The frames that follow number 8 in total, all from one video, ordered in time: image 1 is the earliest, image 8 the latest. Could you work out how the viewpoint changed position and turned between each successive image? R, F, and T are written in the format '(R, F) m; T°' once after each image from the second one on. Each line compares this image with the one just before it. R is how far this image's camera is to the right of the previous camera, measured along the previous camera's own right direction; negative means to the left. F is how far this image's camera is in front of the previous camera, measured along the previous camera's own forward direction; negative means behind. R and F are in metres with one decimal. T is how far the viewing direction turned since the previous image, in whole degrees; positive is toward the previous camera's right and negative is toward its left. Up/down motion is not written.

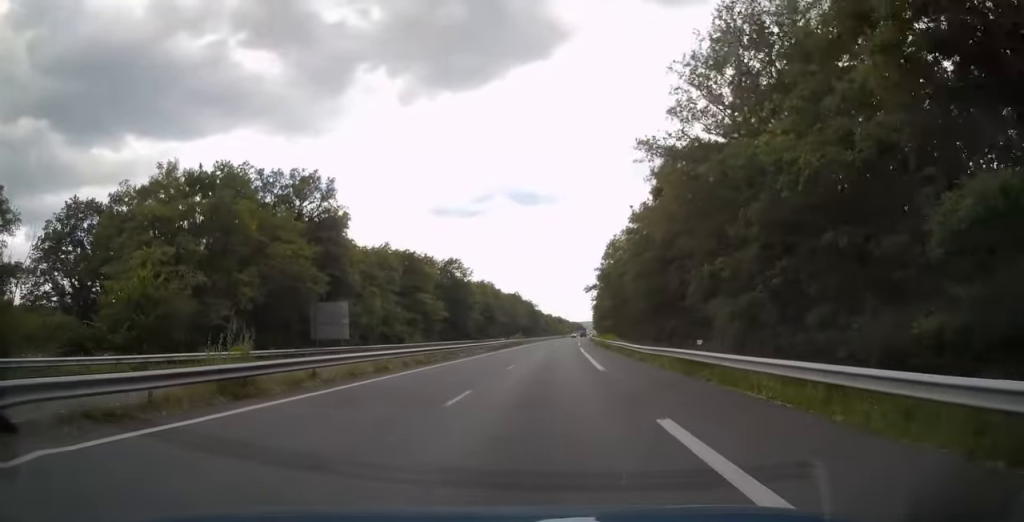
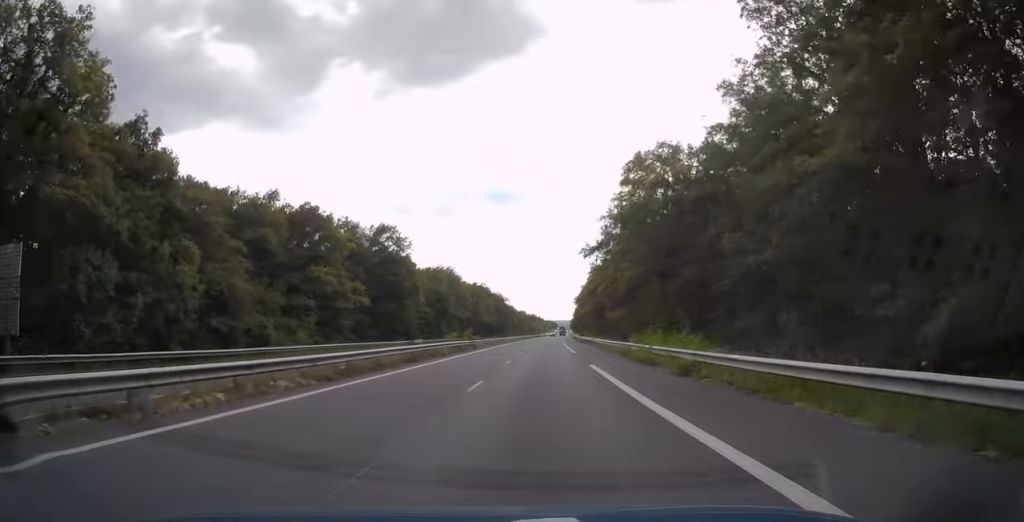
(+0.6, +36.2) m; +1°
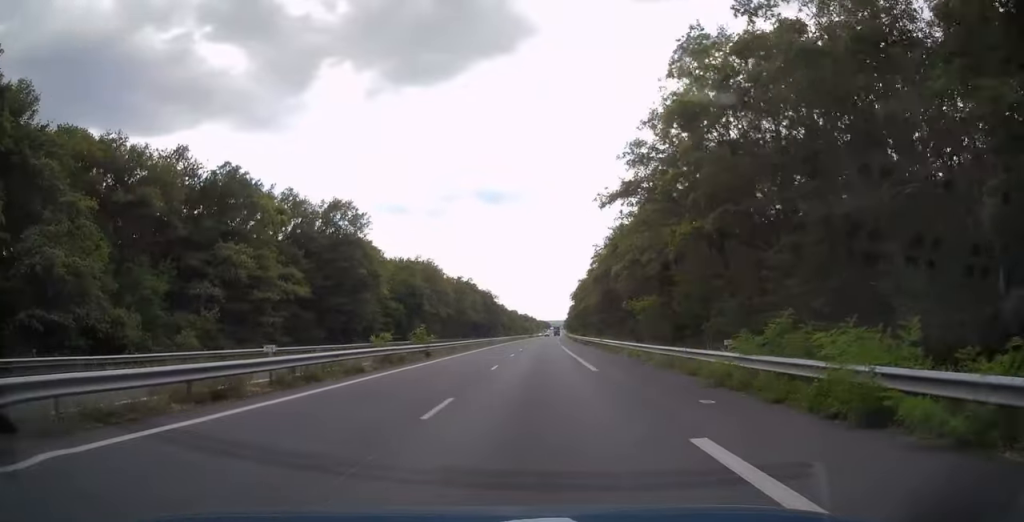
(+0.1, +17.6) m; +1°
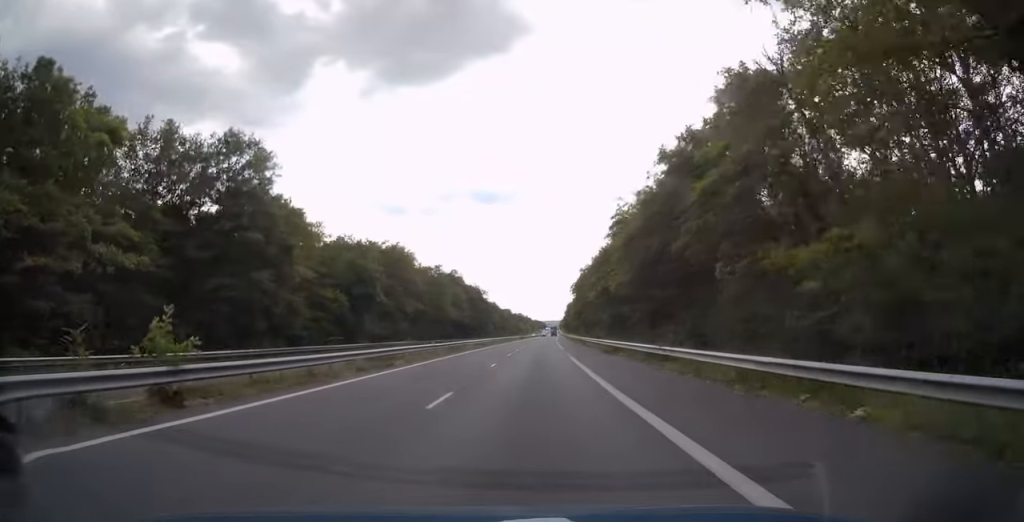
(+0.4, +24.4) m; +1°
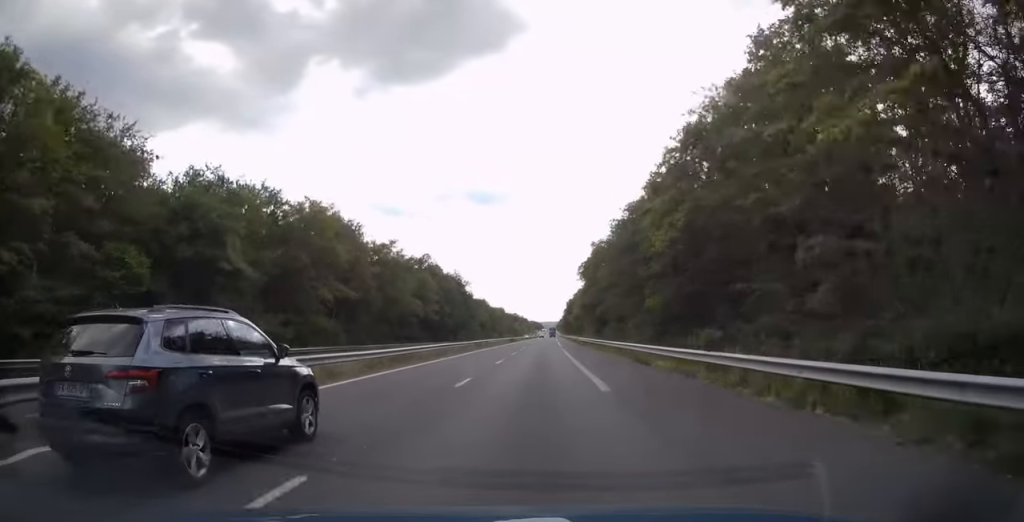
(+0.2, +34.2) m; 0°
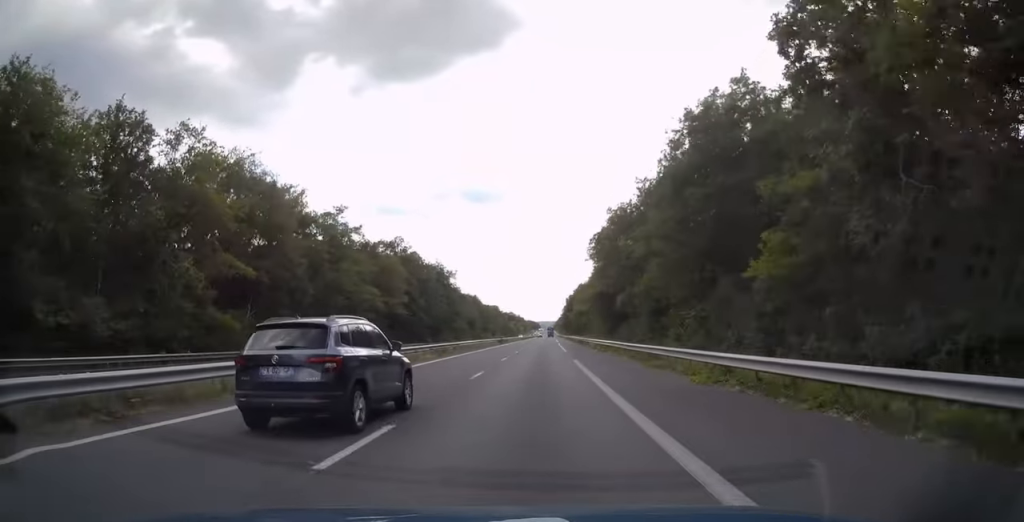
(0.0, +22.4) m; 0°
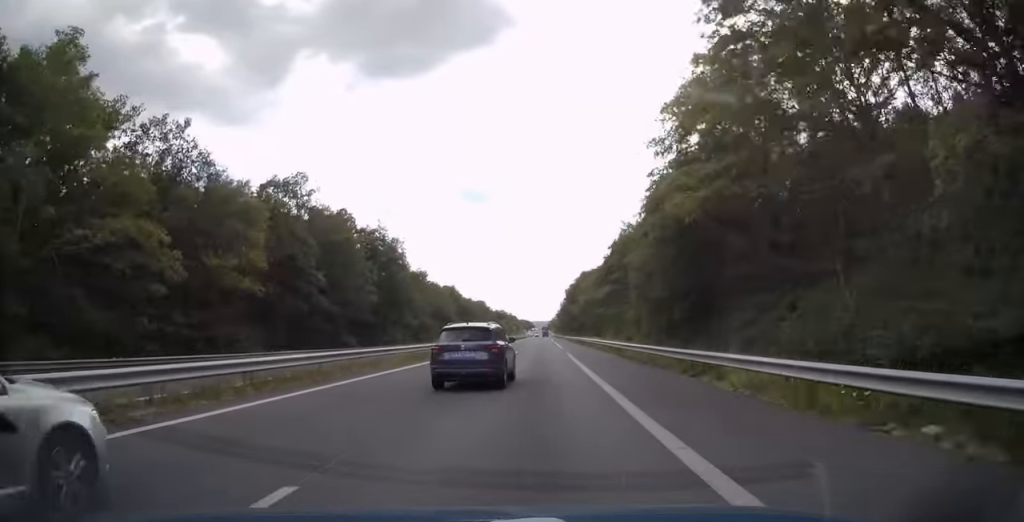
(+0.4, +42.5) m; +1°
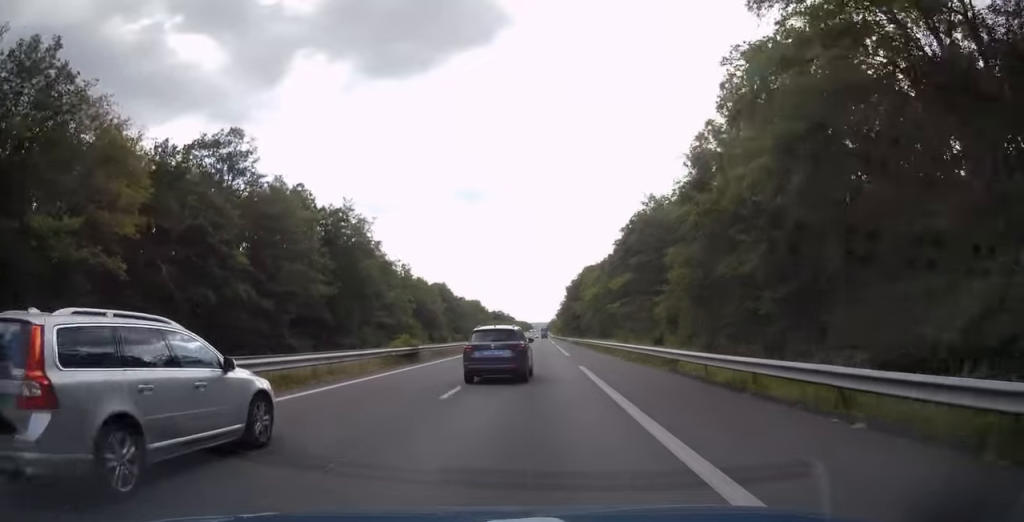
(0.0, +15.1) m; 0°
